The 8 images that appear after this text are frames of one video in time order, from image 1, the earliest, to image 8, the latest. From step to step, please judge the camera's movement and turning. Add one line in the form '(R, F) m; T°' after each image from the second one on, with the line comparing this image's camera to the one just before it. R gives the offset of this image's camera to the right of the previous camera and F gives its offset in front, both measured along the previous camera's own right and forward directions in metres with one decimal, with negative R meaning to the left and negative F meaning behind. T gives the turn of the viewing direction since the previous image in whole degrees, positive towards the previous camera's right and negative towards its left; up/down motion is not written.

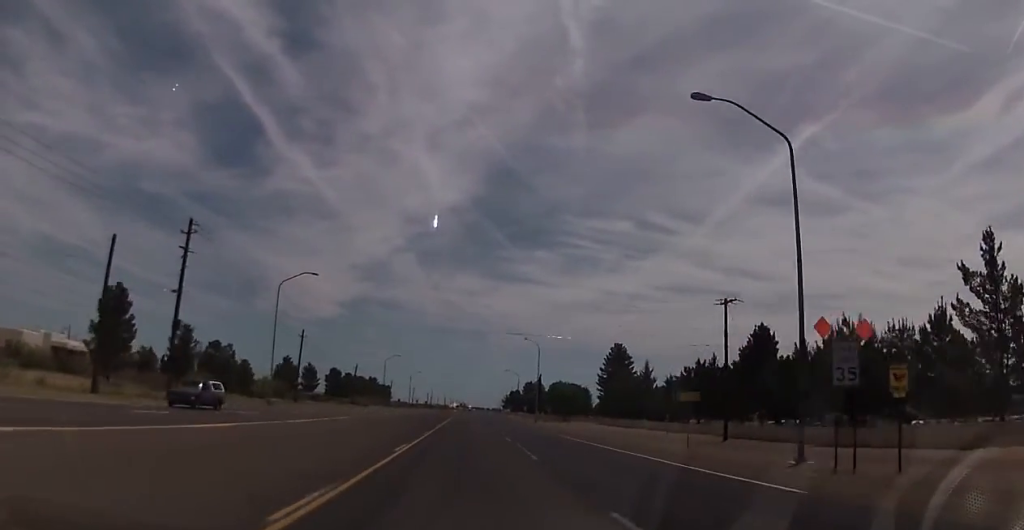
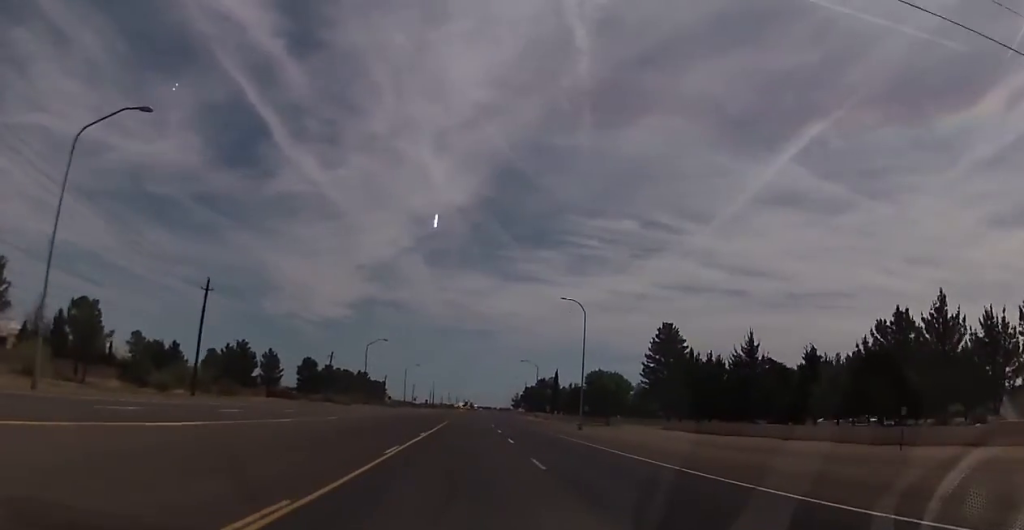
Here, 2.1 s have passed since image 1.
(-0.1, +38.5) m; 0°
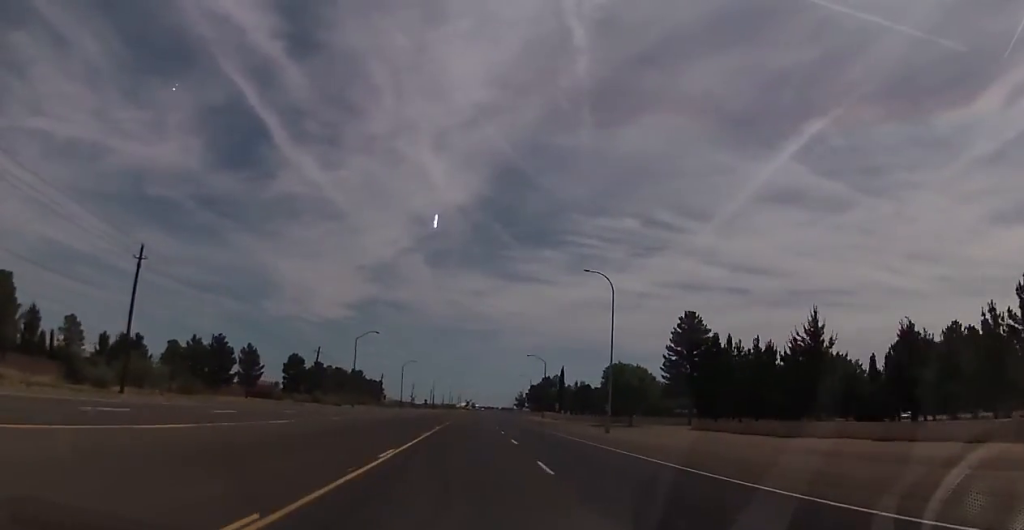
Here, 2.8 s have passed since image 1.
(+0.3, +13.4) m; 0°
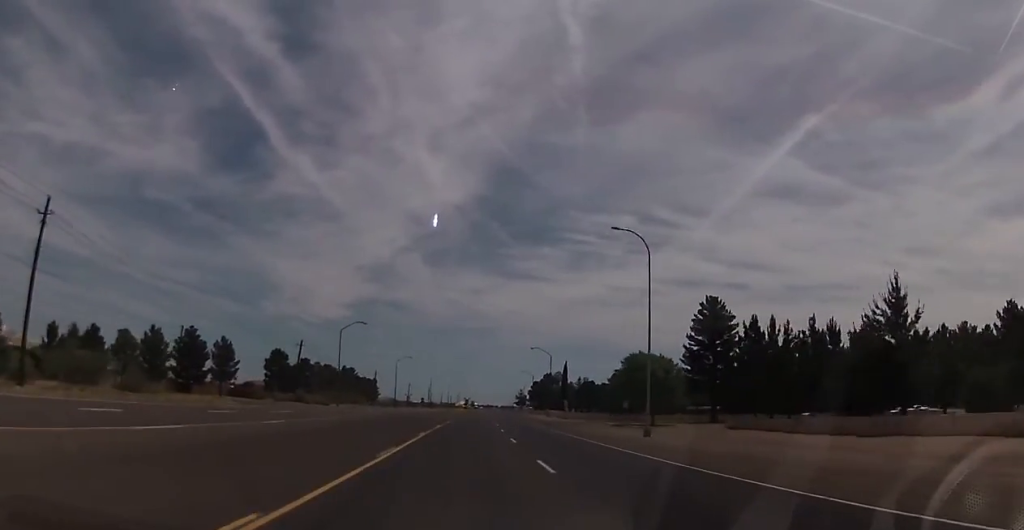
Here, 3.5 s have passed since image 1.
(+0.1, +12.2) m; 0°
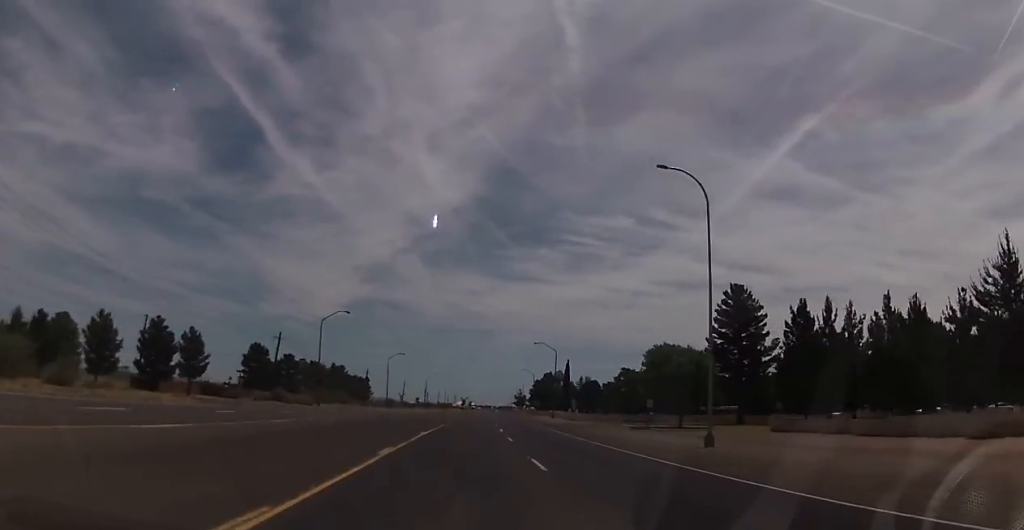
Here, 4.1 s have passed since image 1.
(-0.3, +11.6) m; -1°
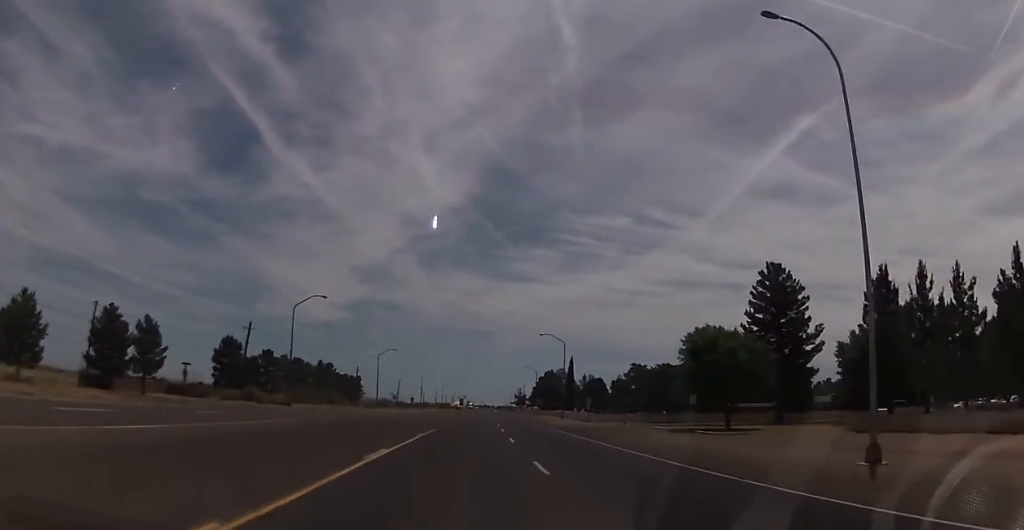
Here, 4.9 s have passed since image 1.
(+0.1, +13.4) m; 0°
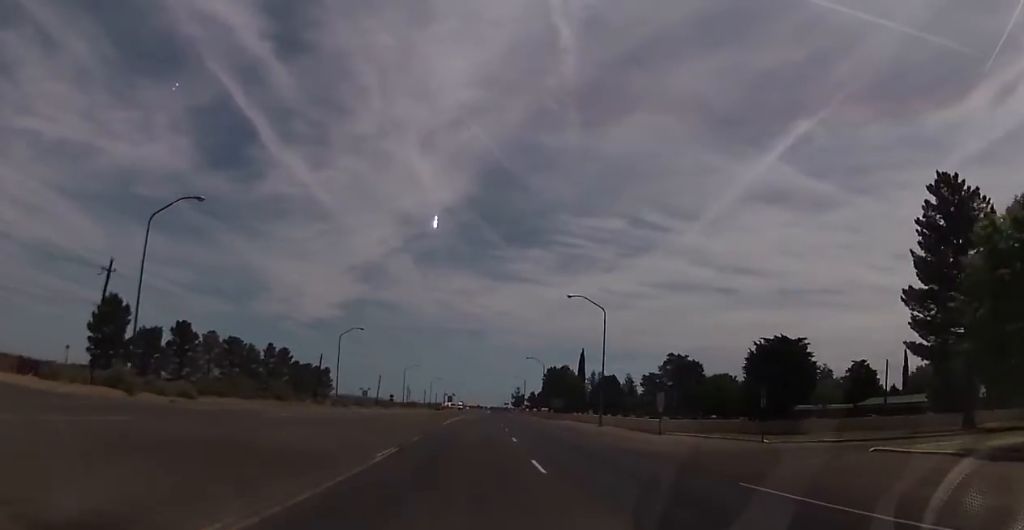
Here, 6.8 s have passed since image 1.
(-0.1, +35.9) m; 0°
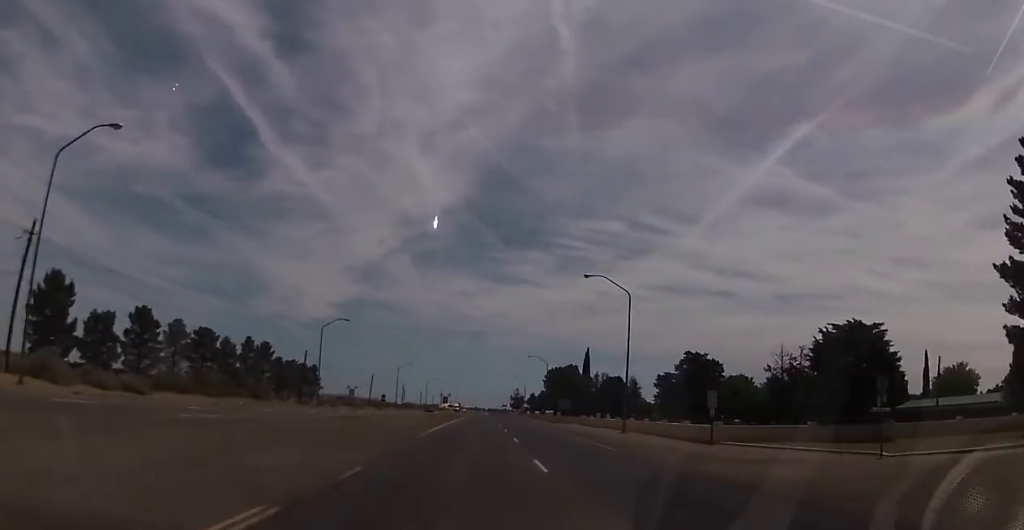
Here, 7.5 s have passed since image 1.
(0.0, +11.5) m; +1°
